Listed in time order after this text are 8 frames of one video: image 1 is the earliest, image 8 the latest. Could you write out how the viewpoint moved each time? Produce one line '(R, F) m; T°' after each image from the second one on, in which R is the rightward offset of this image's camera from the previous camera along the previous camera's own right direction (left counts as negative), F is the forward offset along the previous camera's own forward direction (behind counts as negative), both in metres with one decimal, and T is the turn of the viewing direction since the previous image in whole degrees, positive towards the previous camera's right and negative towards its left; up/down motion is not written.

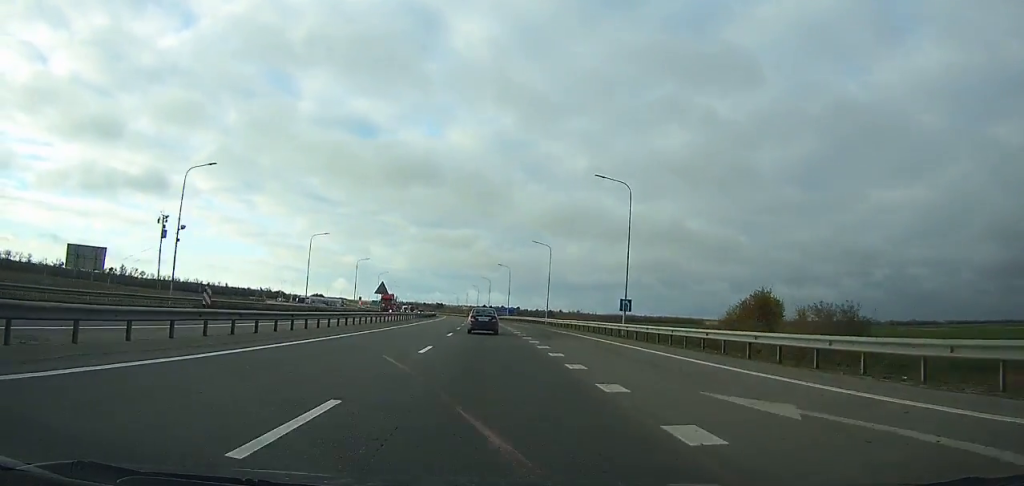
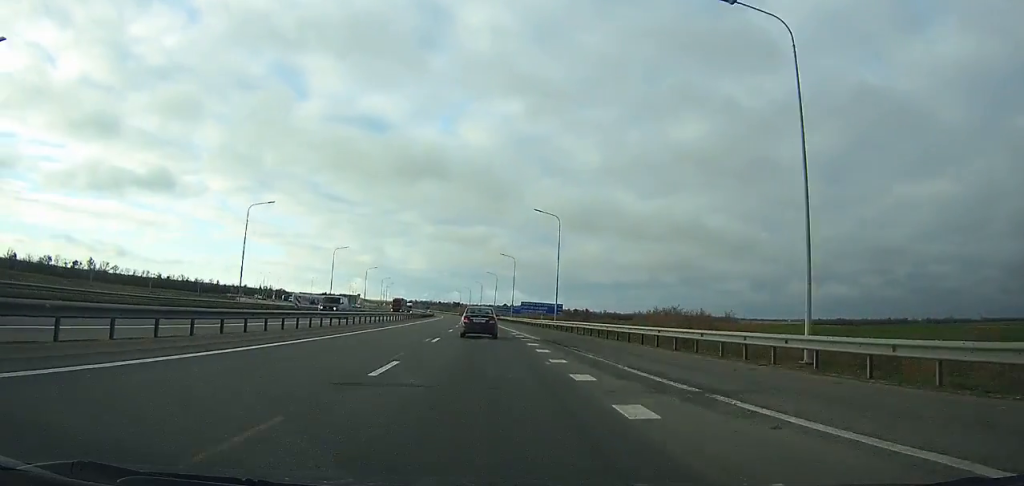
(-1.1, +66.5) m; -2°
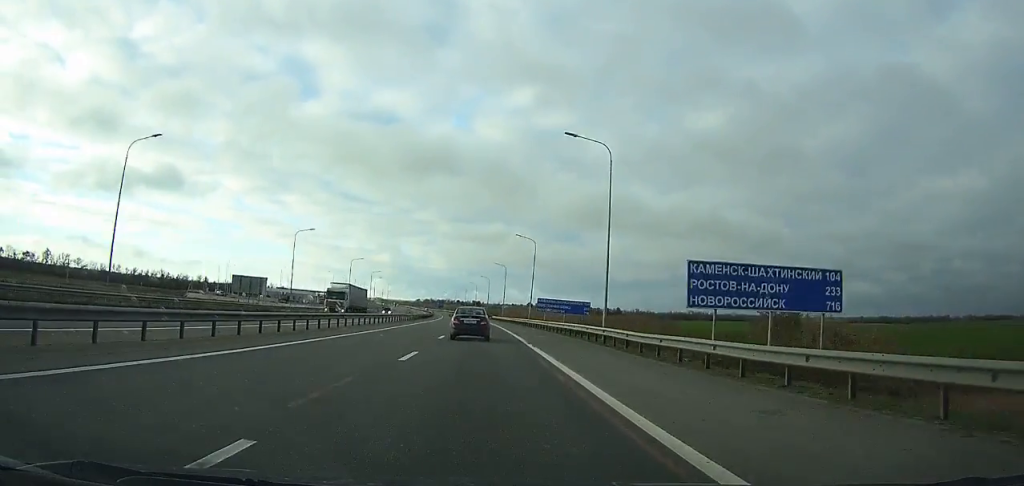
(-1.4, +69.4) m; -2°
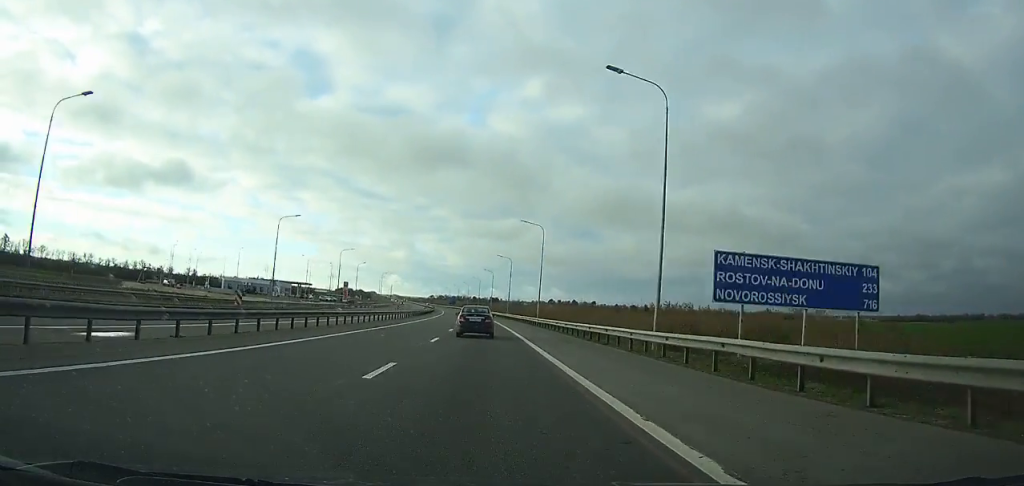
(-0.9, +53.1) m; -1°
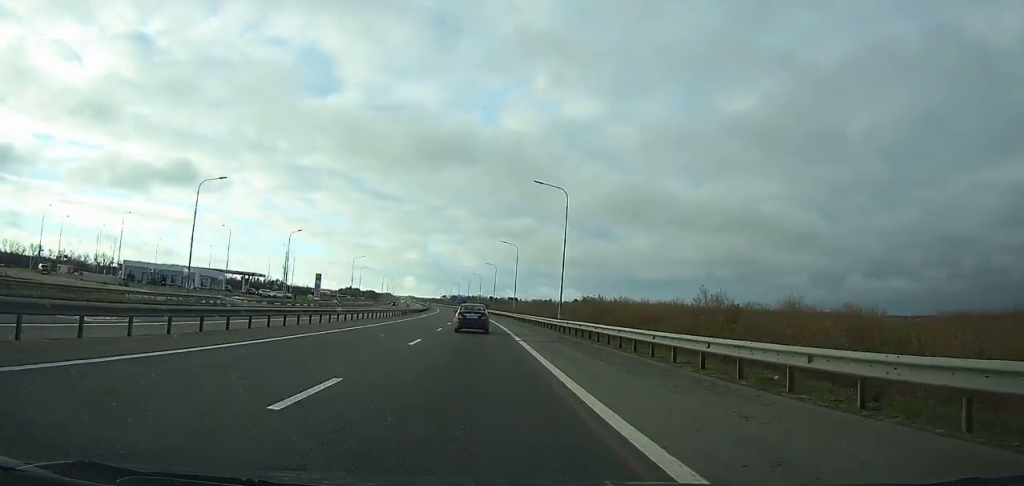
(-0.8, +64.4) m; -2°
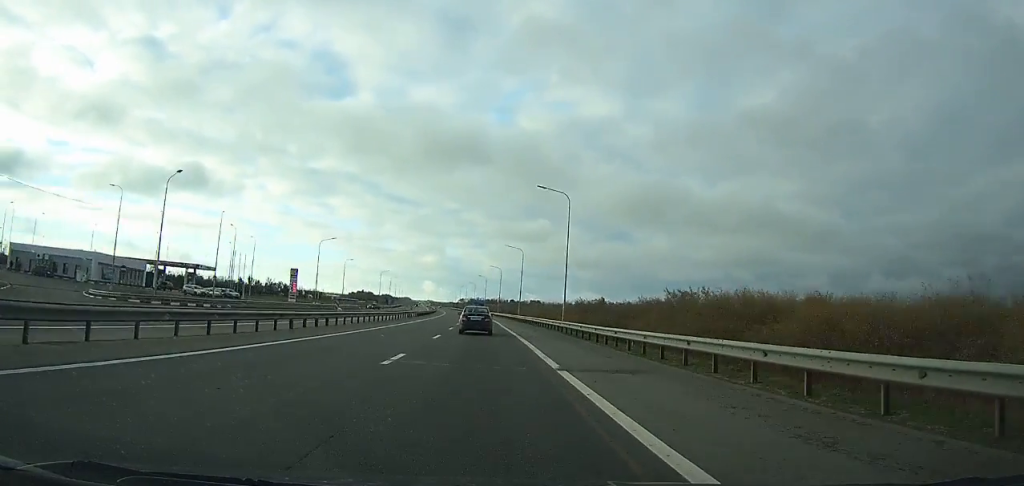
(-0.2, +43.3) m; -1°
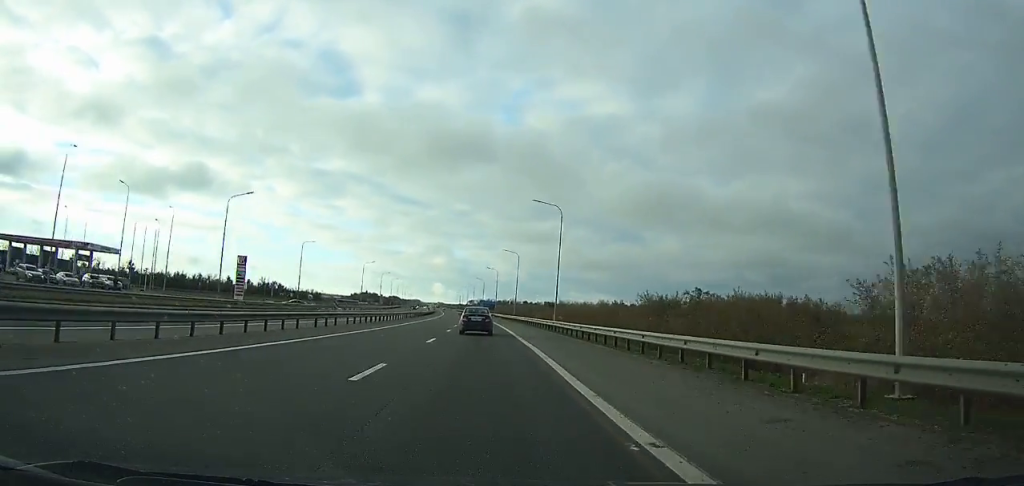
(-0.6, +39.5) m; -1°
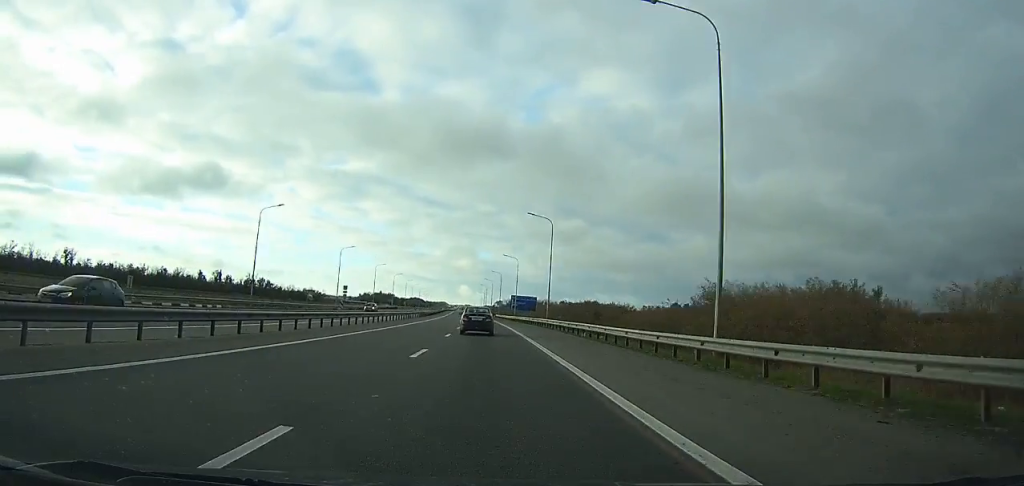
(-1.6, +79.7) m; -2°
